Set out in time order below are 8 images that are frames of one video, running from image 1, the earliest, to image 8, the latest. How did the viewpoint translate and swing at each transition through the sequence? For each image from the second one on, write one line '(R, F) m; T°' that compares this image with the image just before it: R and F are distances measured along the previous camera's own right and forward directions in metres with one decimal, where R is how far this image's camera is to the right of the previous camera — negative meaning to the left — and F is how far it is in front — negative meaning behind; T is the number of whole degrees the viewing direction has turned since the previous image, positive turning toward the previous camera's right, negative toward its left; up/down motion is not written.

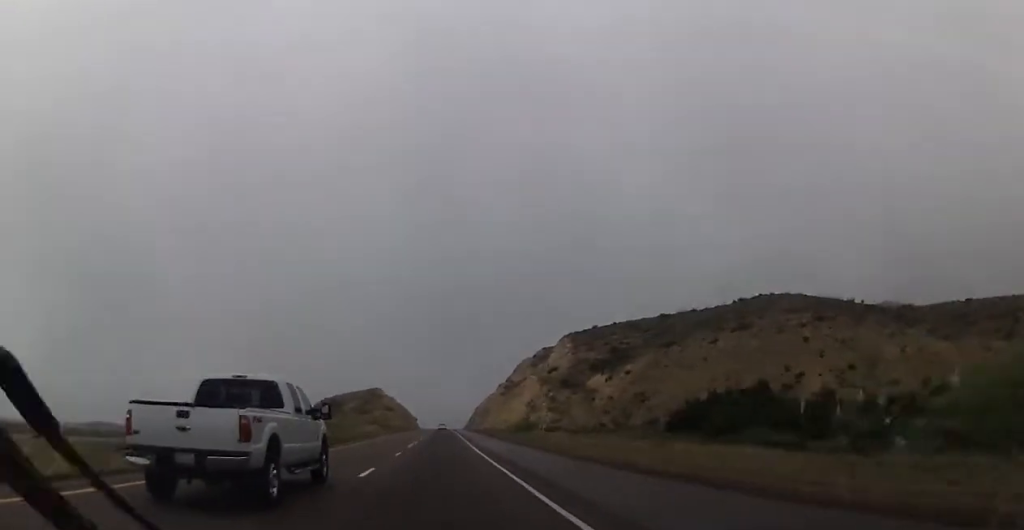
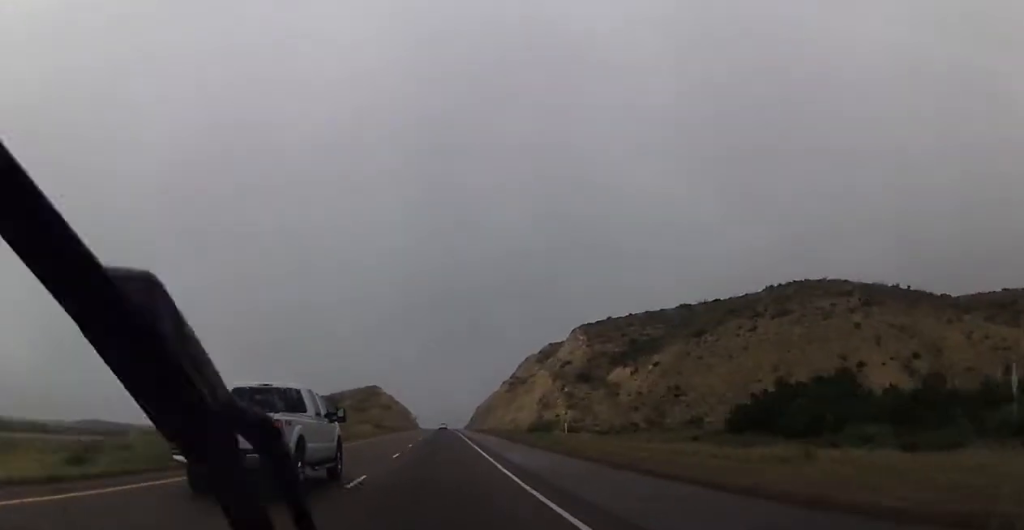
(+0.1, +14.7) m; 0°
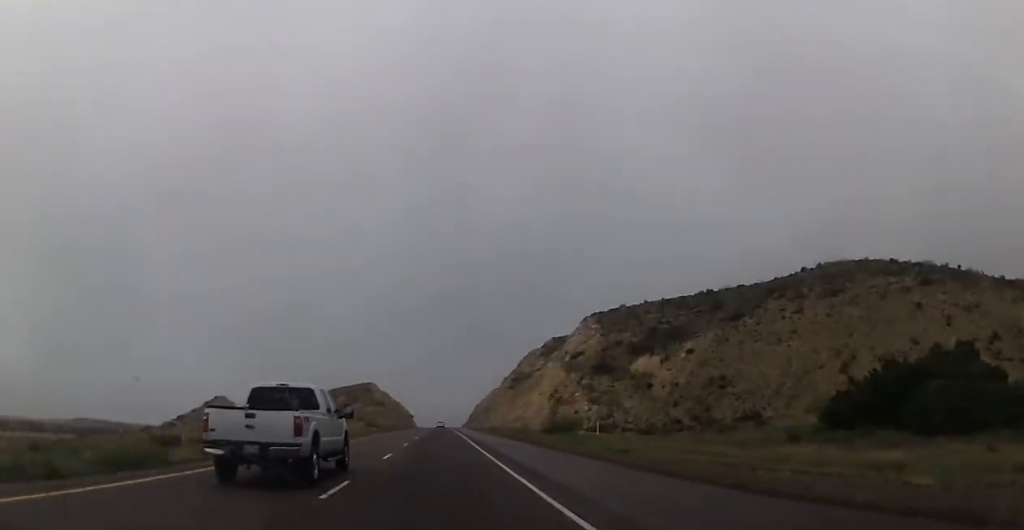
(+0.2, +14.7) m; 0°
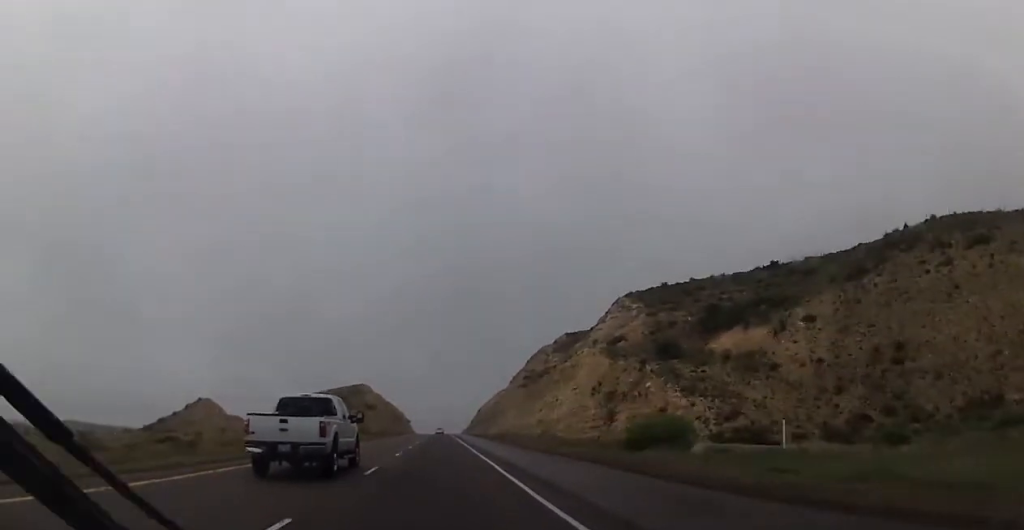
(+0.2, +29.5) m; 0°
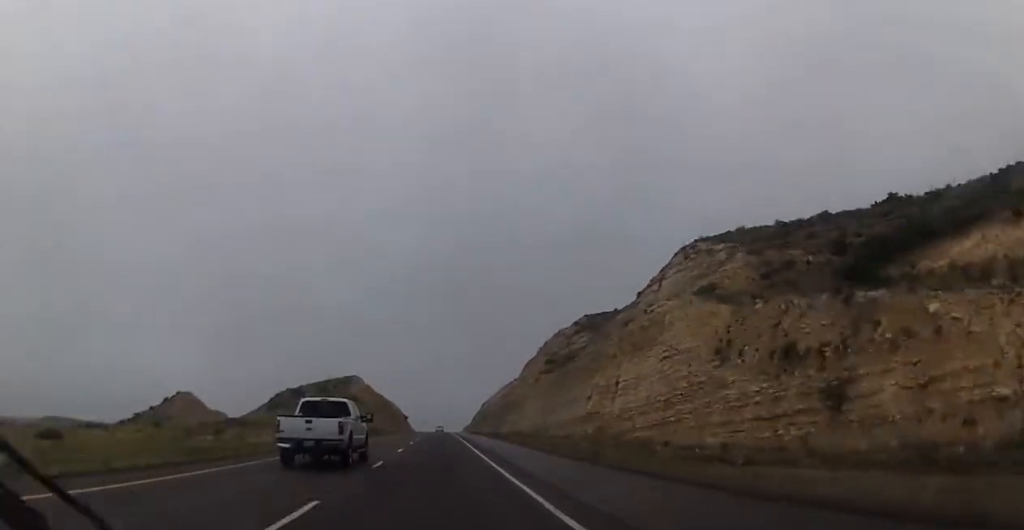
(0.0, +34.0) m; -1°
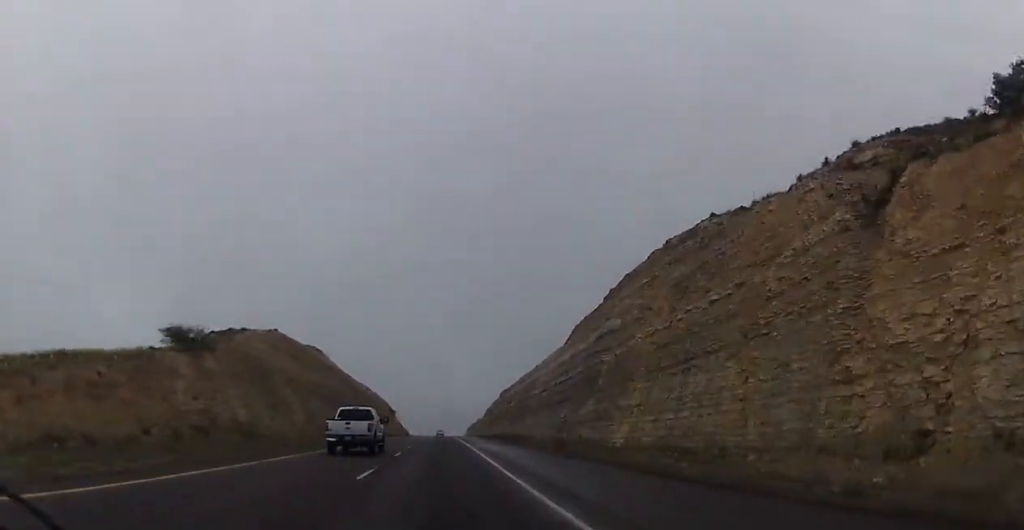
(-0.1, +101.4) m; +1°
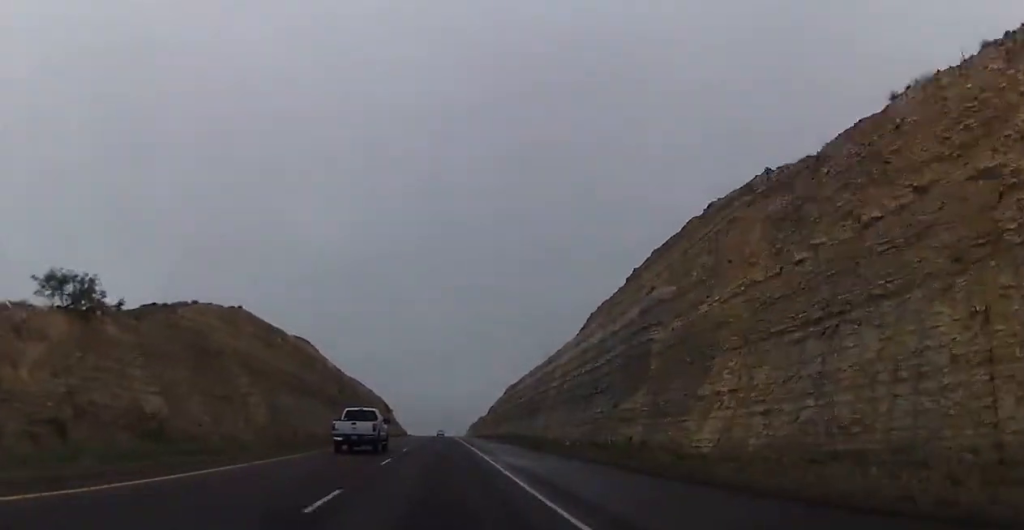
(0.0, +18.3) m; 0°
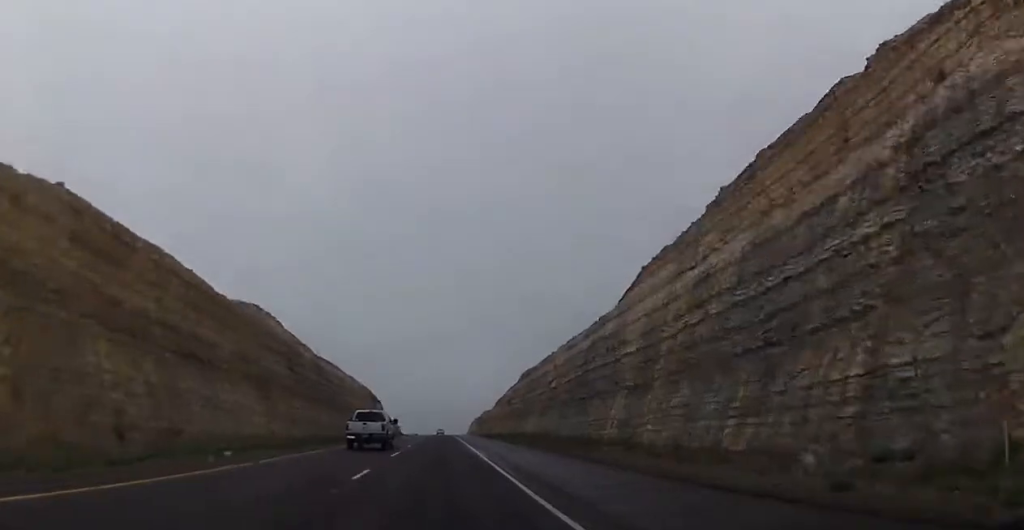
(0.0, +42.2) m; 0°
